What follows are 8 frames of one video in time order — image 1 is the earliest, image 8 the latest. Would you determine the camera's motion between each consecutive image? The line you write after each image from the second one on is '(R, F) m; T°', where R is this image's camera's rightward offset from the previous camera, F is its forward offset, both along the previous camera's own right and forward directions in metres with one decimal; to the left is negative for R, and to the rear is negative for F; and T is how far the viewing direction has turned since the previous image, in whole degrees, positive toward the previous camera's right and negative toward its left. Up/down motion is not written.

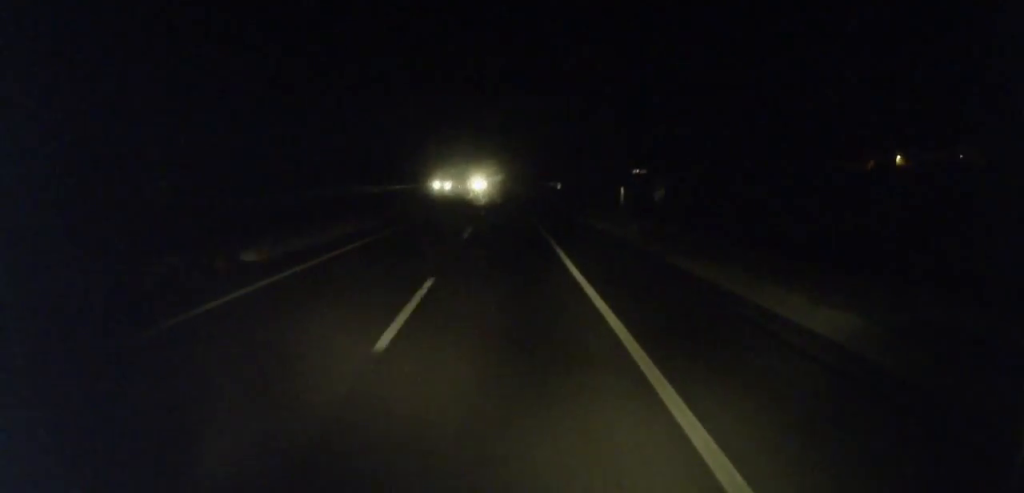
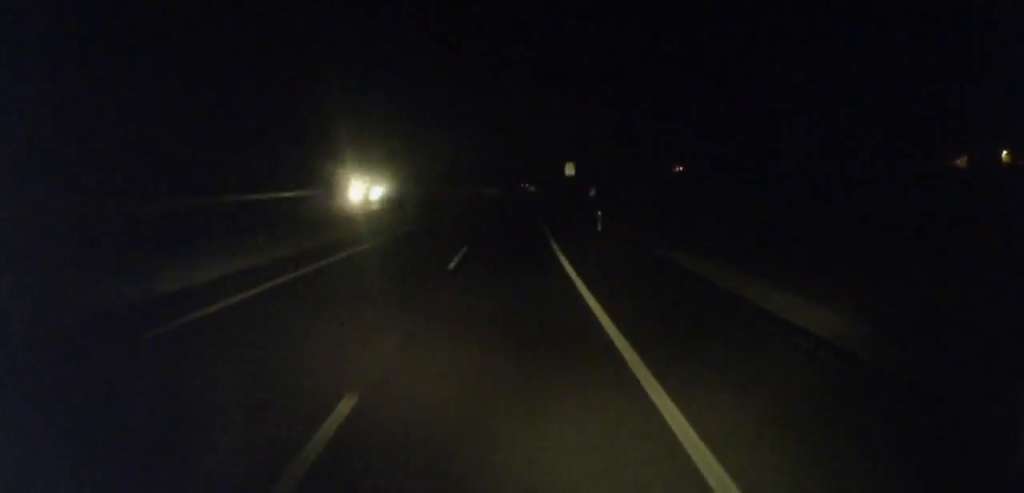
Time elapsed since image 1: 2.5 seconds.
(-0.7, +58.6) m; +1°
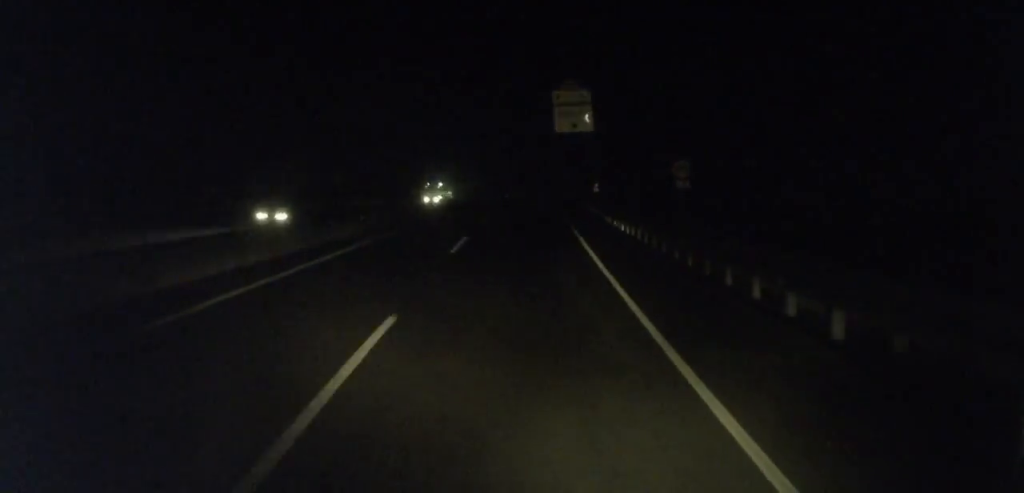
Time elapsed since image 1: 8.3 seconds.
(+7.2, +131.0) m; +7°
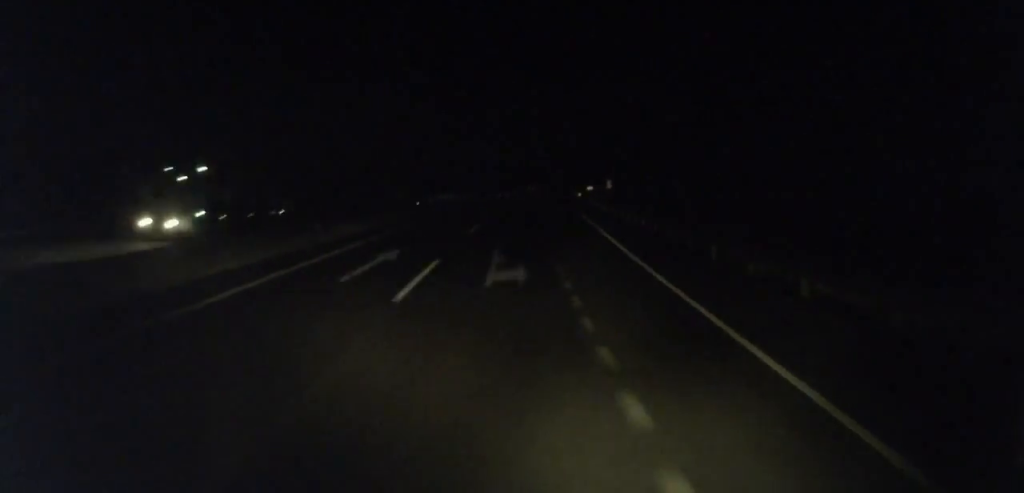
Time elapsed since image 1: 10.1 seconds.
(+1.0, +42.7) m; +2°
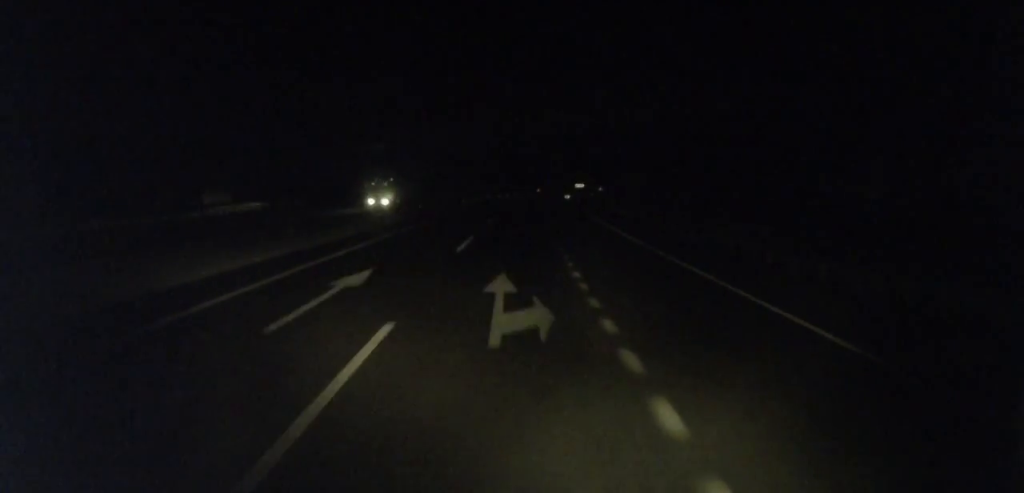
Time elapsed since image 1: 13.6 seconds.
(+3.0, +79.1) m; +4°
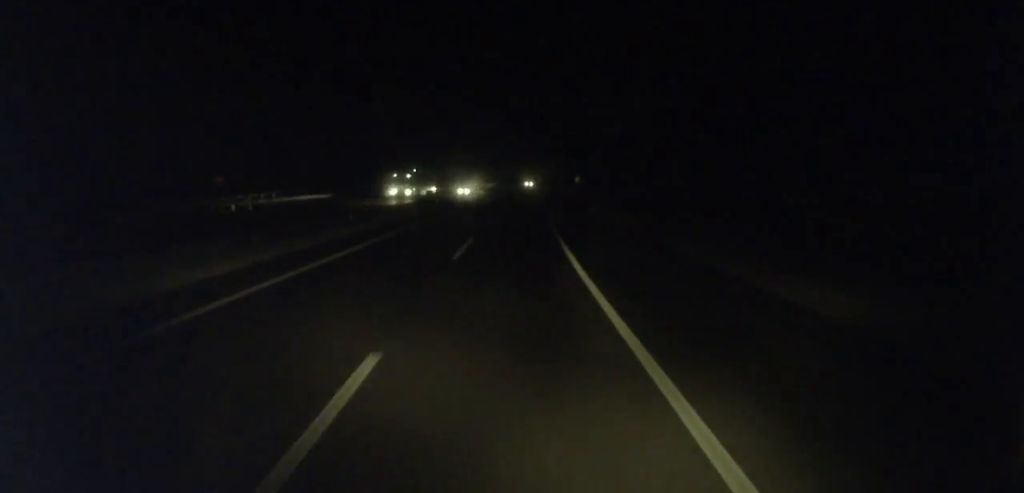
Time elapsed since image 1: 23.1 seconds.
(+23.8, +217.7) m; +13°
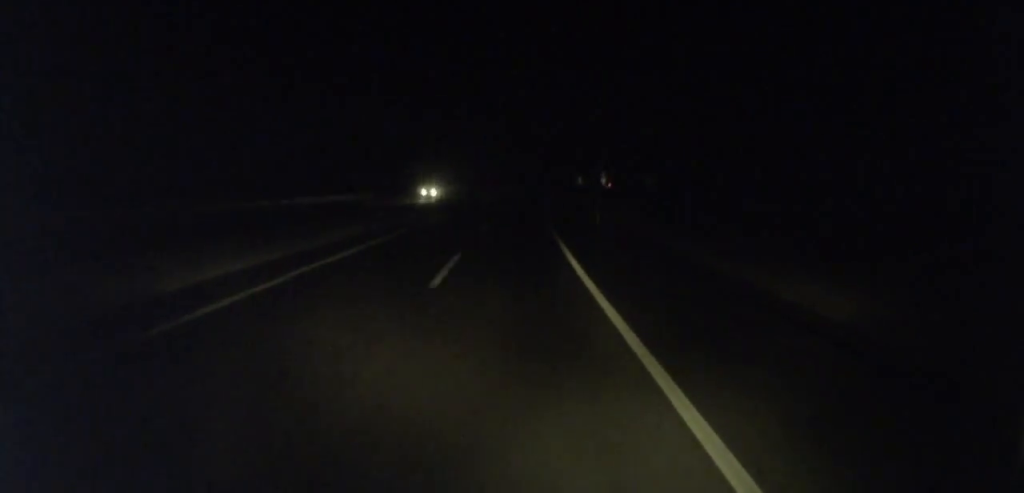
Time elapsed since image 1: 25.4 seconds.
(+2.5, +53.8) m; +2°
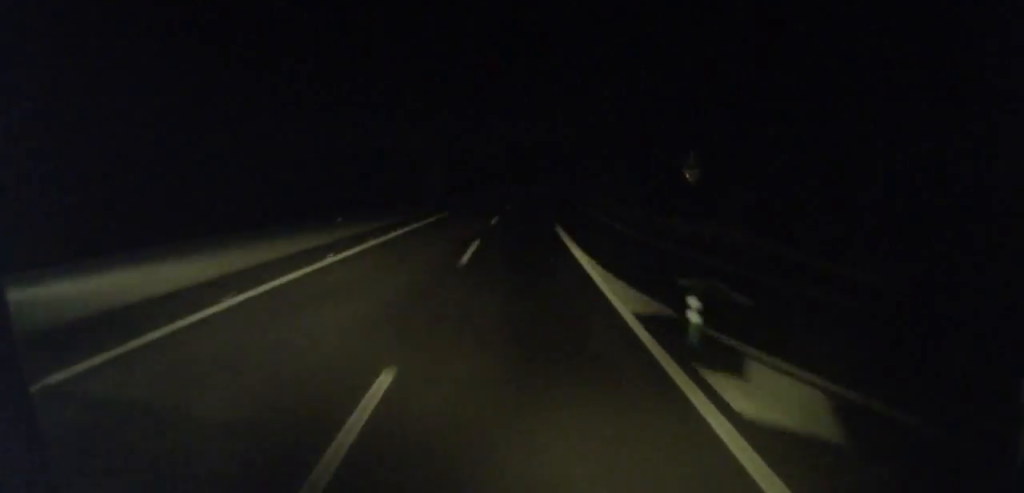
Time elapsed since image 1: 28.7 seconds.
(+2.2, +80.0) m; +4°
